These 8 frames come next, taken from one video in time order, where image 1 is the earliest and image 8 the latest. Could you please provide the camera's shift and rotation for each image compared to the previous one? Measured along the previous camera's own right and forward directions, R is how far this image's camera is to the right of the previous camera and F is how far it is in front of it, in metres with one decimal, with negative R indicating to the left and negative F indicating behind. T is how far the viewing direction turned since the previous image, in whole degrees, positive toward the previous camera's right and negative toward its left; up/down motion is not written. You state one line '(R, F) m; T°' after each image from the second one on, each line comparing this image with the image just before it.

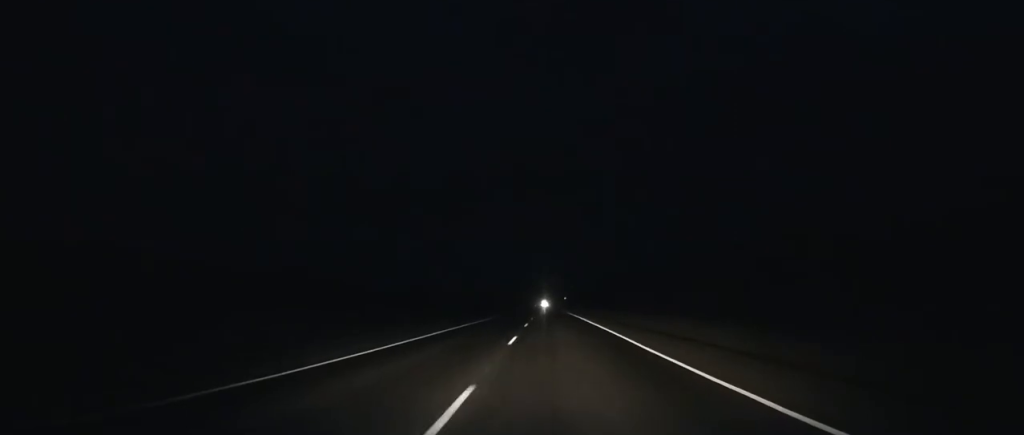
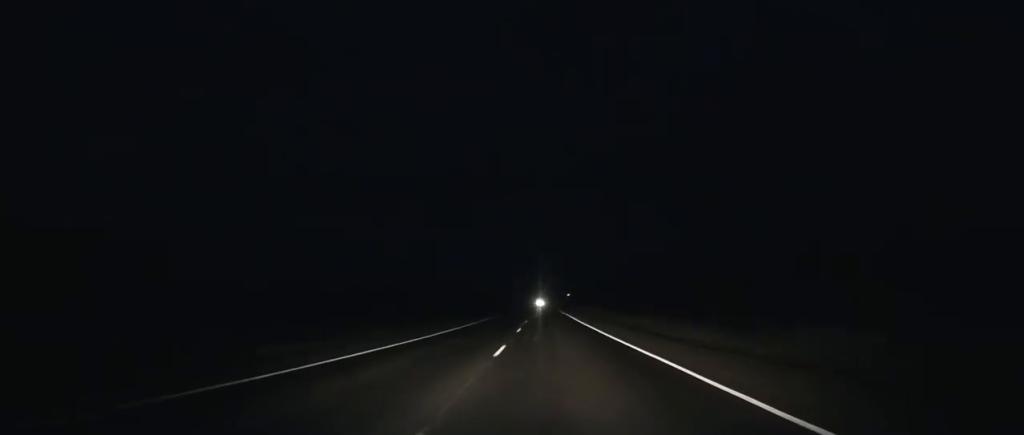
(+0.1, +62.3) m; 0°
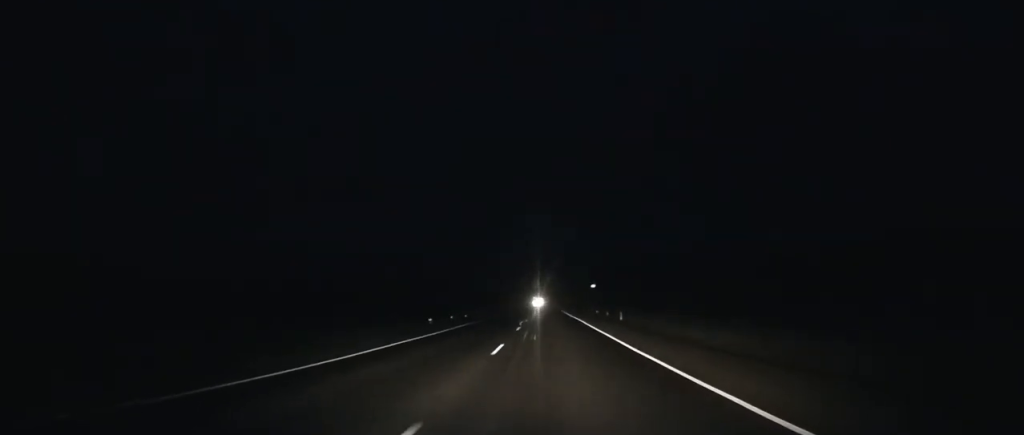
(0.0, +80.2) m; 0°
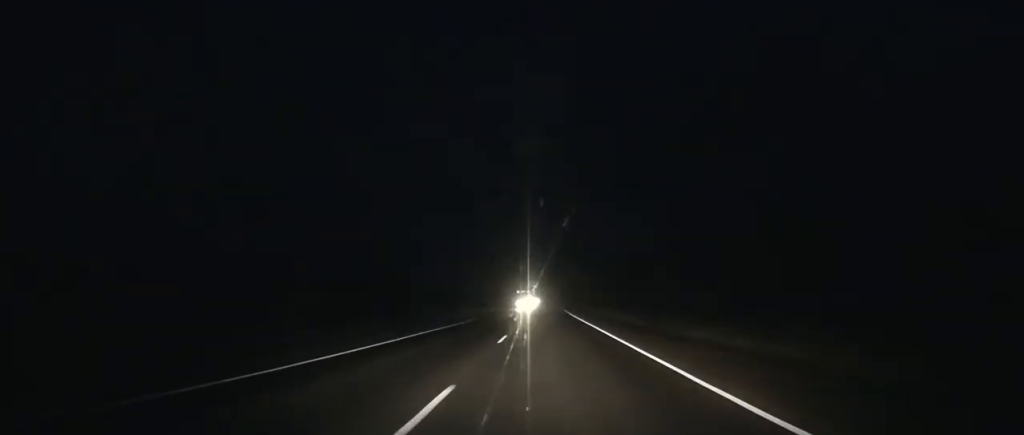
(0.0, +79.6) m; 0°
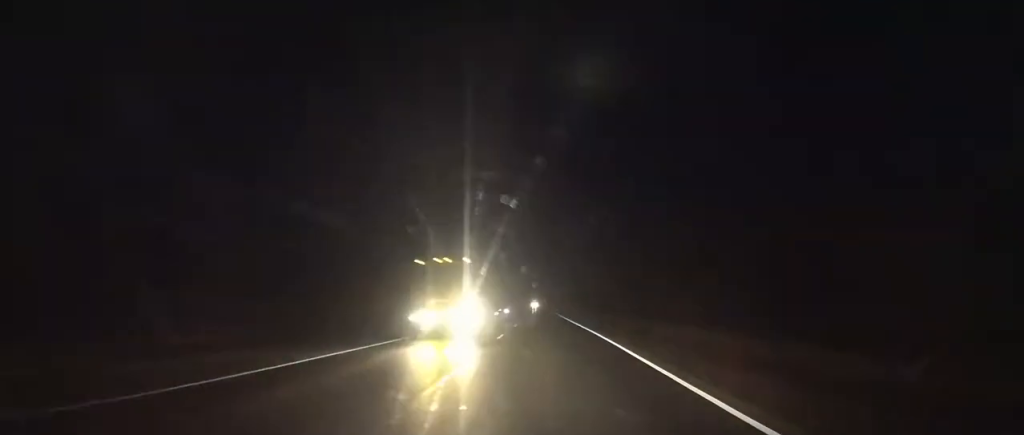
(+0.1, +43.1) m; 0°
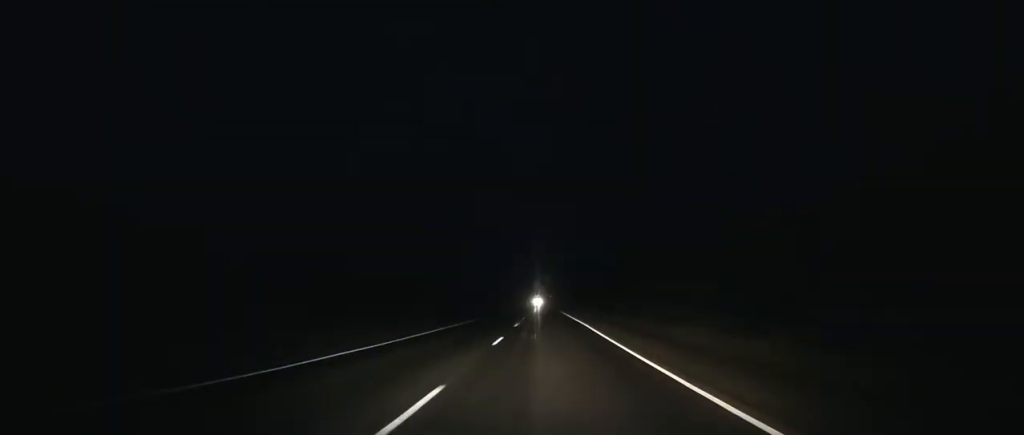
(-0.1, +52.8) m; 0°
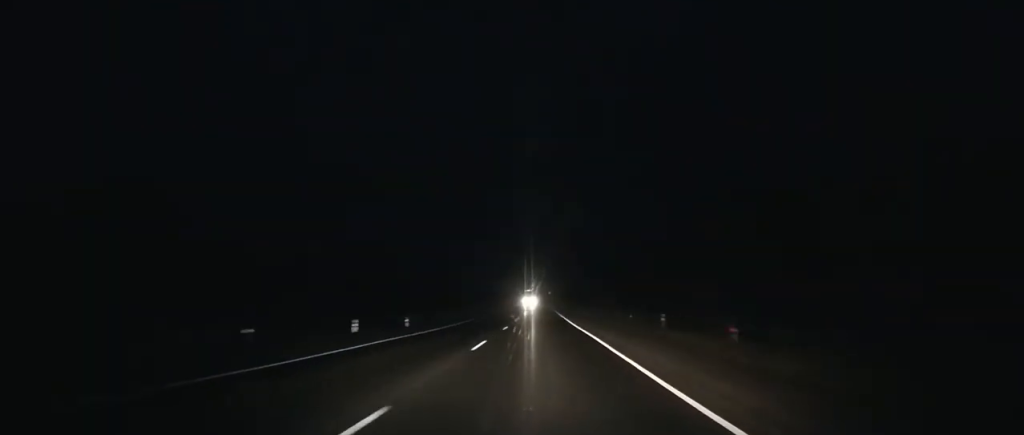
(-0.1, +75.9) m; 0°
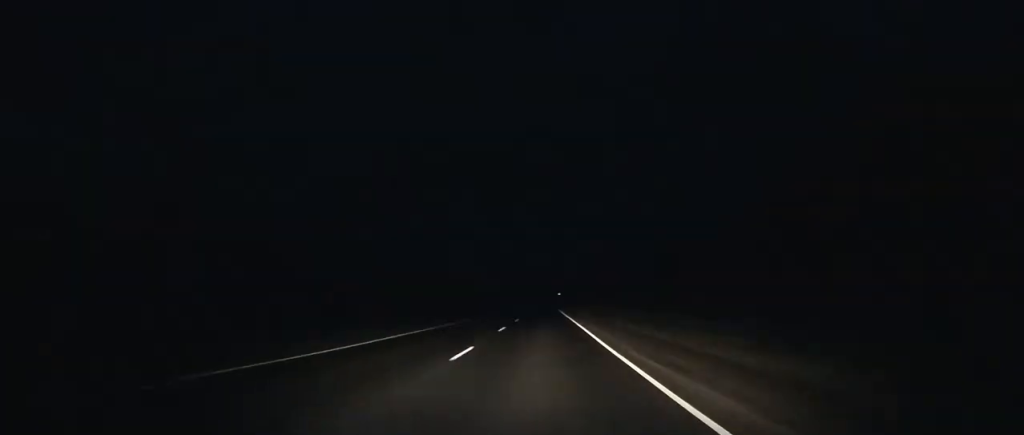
(-0.3, +100.3) m; 0°
